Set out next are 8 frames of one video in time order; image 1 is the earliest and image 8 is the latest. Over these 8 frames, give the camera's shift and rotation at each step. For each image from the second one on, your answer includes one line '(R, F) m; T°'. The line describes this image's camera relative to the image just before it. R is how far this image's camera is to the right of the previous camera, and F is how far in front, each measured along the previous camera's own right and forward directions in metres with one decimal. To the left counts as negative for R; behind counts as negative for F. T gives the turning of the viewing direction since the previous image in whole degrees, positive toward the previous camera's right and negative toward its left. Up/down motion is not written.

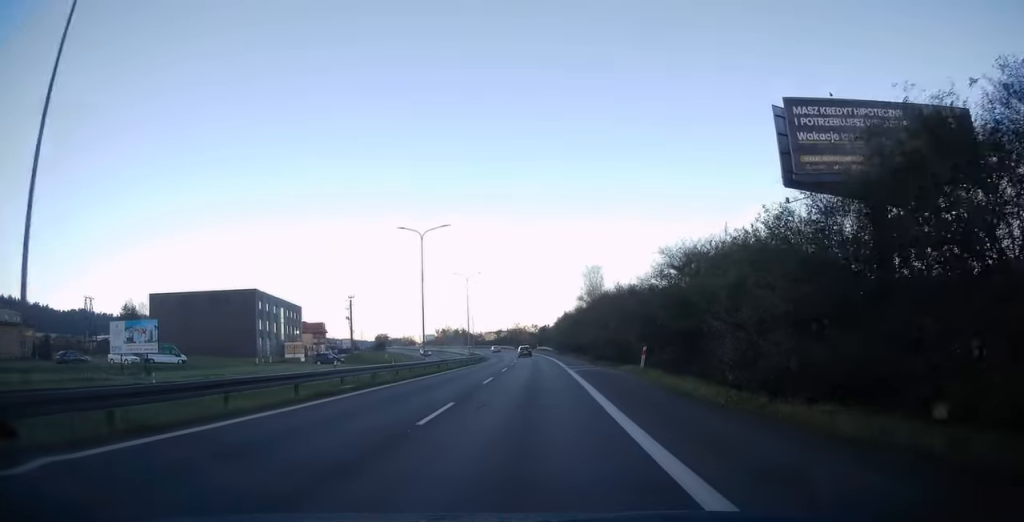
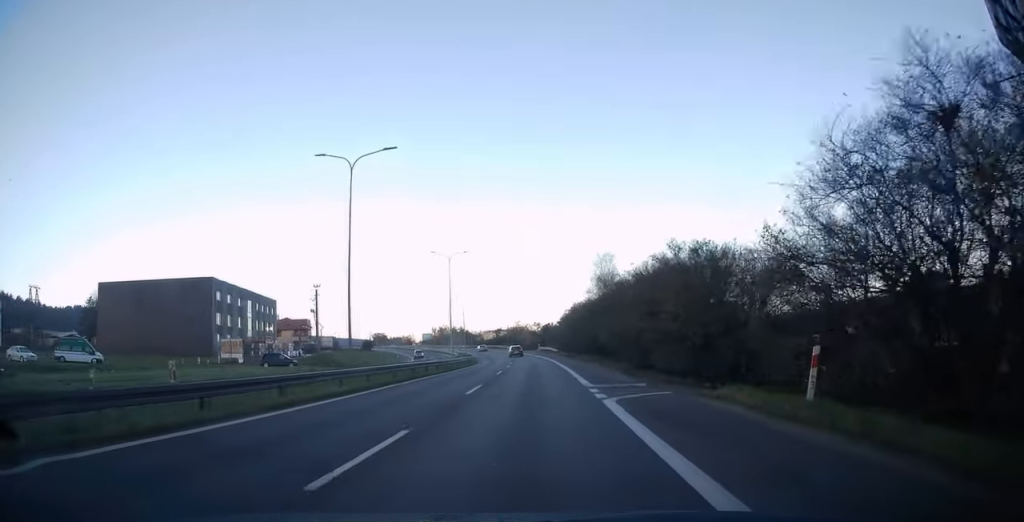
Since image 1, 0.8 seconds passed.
(0.0, +17.1) m; 0°
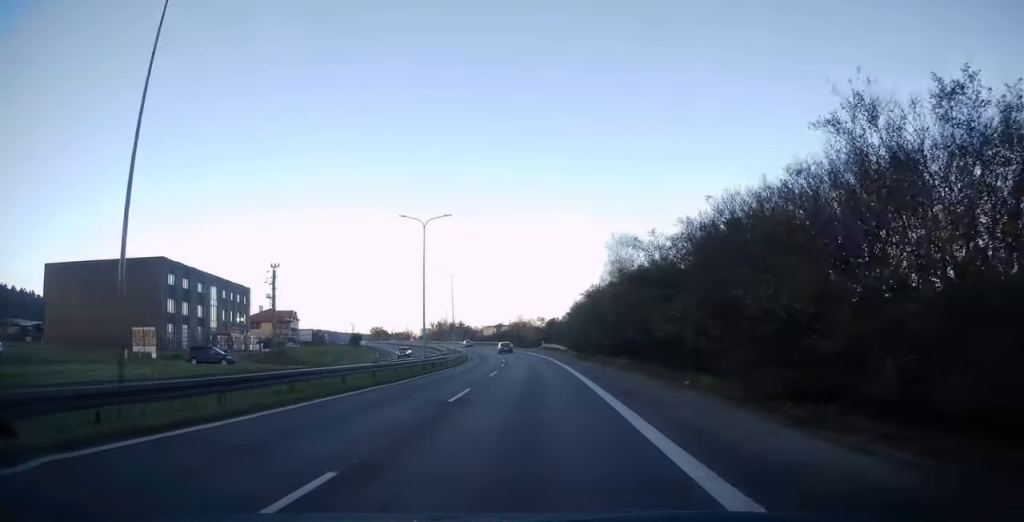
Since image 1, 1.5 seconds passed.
(0.0, +15.5) m; -1°
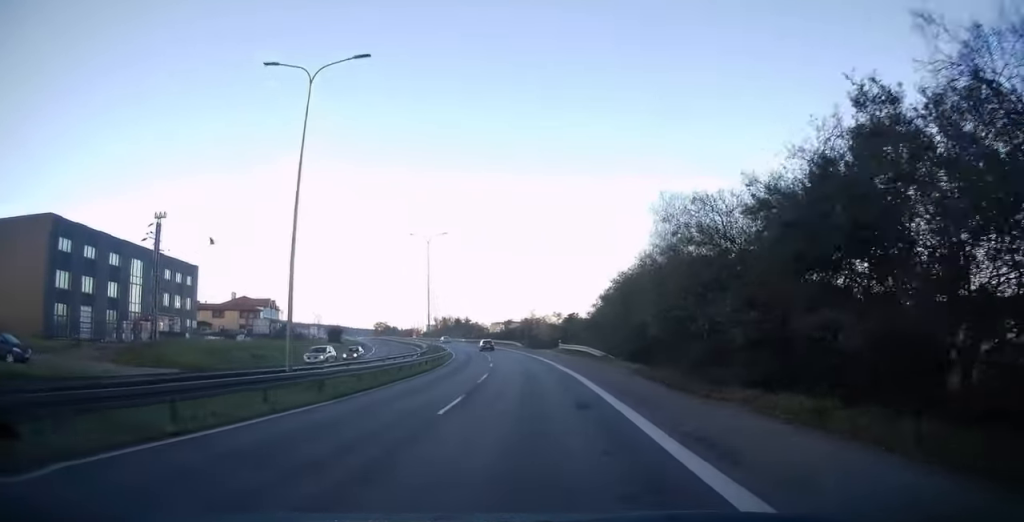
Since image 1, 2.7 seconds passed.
(-0.5, +26.2) m; -1°
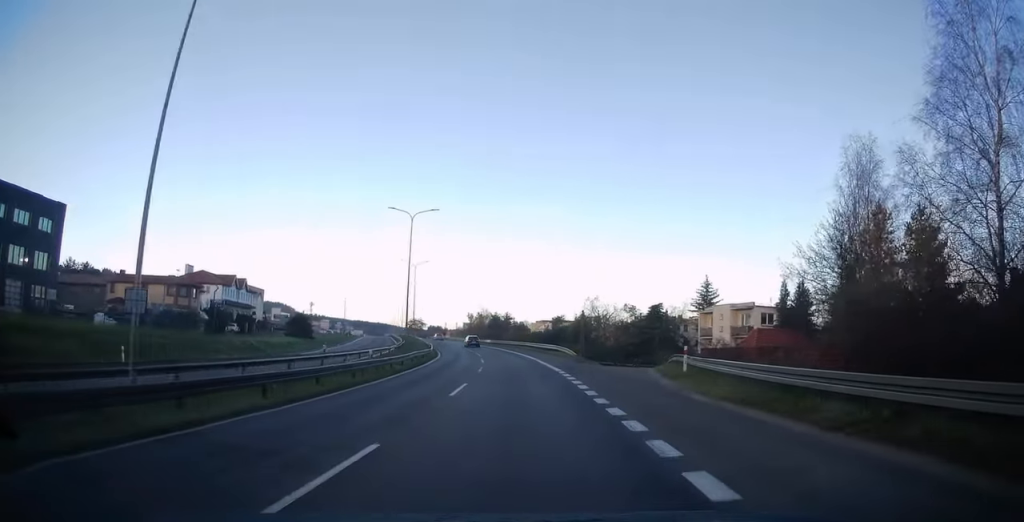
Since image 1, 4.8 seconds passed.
(-1.1, +44.6) m; -4°
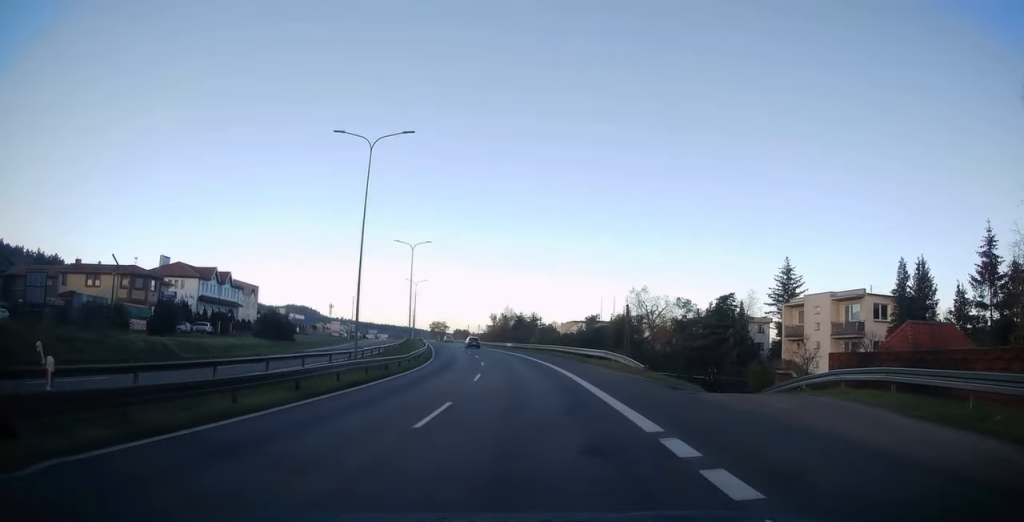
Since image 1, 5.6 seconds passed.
(-0.3, +18.3) m; -3°
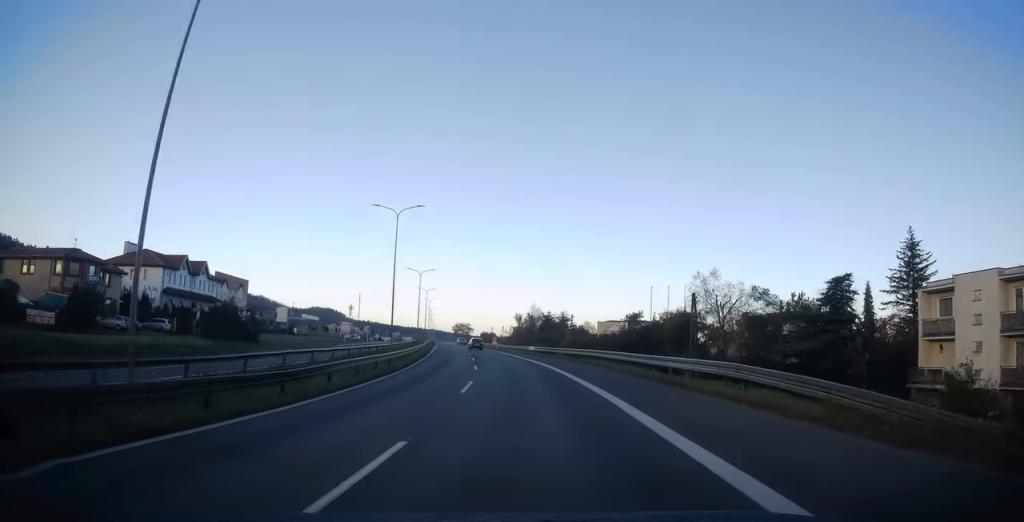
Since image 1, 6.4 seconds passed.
(-0.7, +17.9) m; -3°
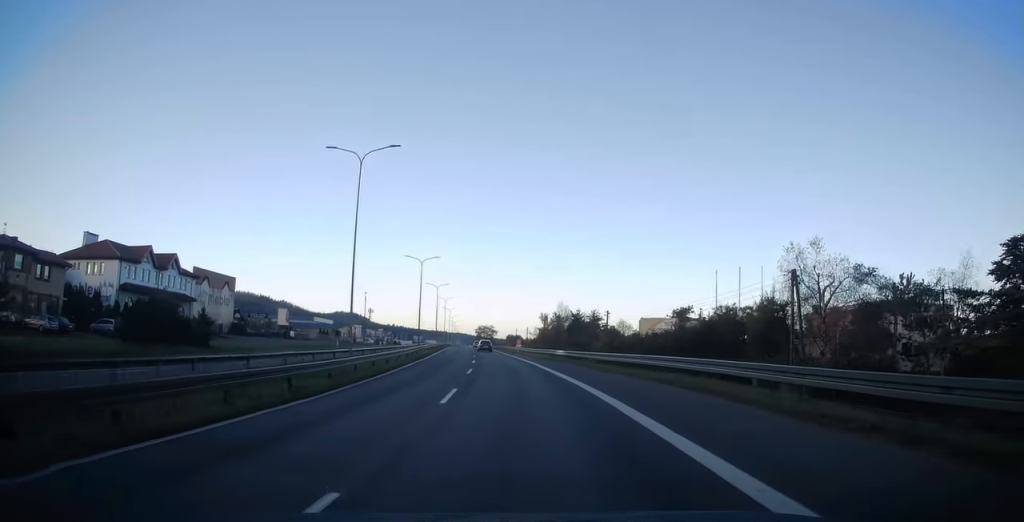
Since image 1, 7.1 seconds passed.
(-0.3, +15.3) m; -2°
